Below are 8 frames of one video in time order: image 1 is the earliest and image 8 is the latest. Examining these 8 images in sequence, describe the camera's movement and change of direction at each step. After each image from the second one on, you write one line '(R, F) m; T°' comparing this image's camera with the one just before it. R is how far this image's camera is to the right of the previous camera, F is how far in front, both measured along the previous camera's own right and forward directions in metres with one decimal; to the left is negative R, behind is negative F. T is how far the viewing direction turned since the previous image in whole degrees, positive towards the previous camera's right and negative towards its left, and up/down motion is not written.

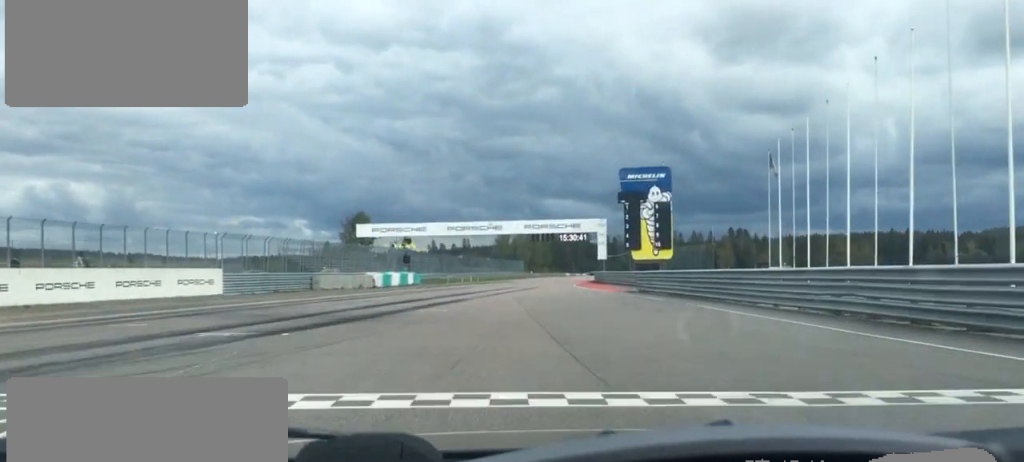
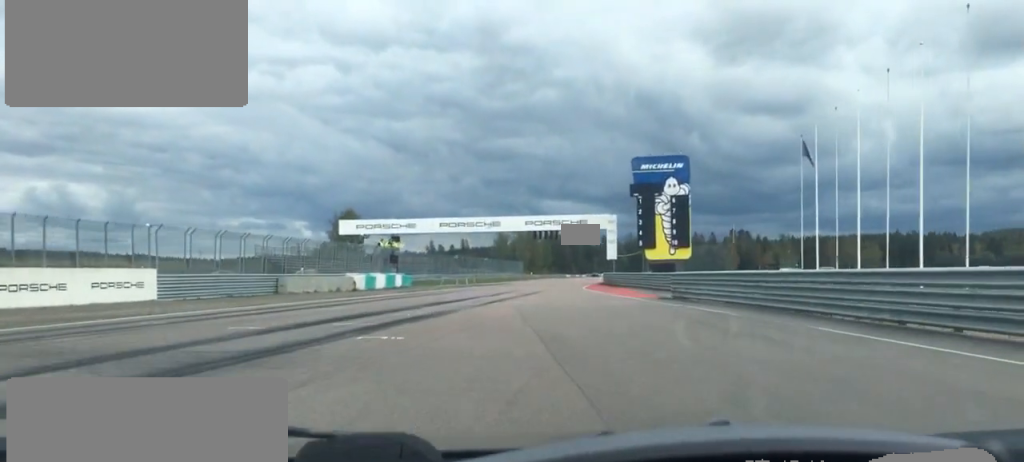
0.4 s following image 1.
(+0.1, +10.3) m; +1°
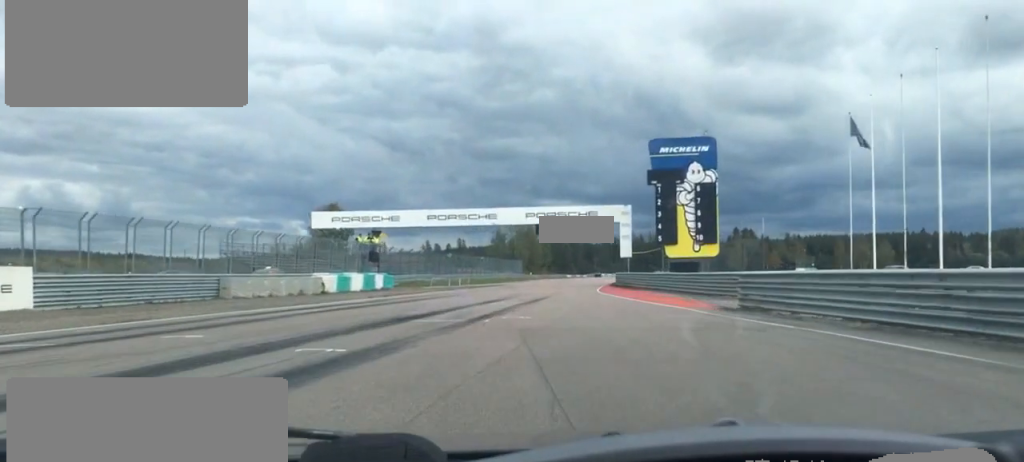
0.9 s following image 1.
(+0.1, +11.2) m; +1°
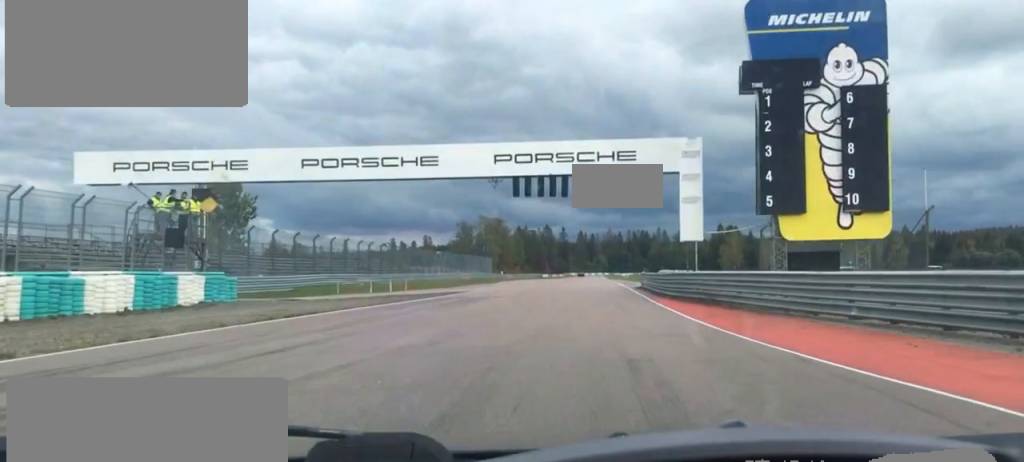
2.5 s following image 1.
(+0.9, +36.4) m; +2°
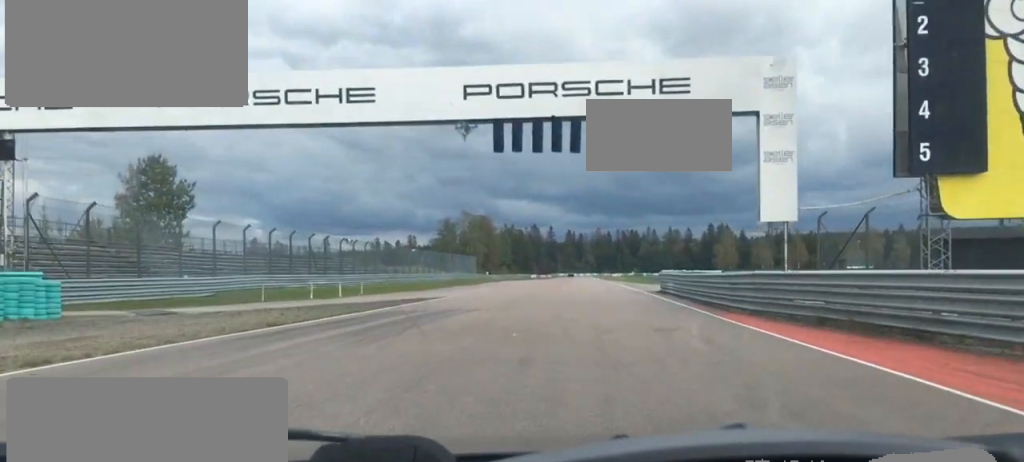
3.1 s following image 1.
(+0.1, +14.1) m; 0°
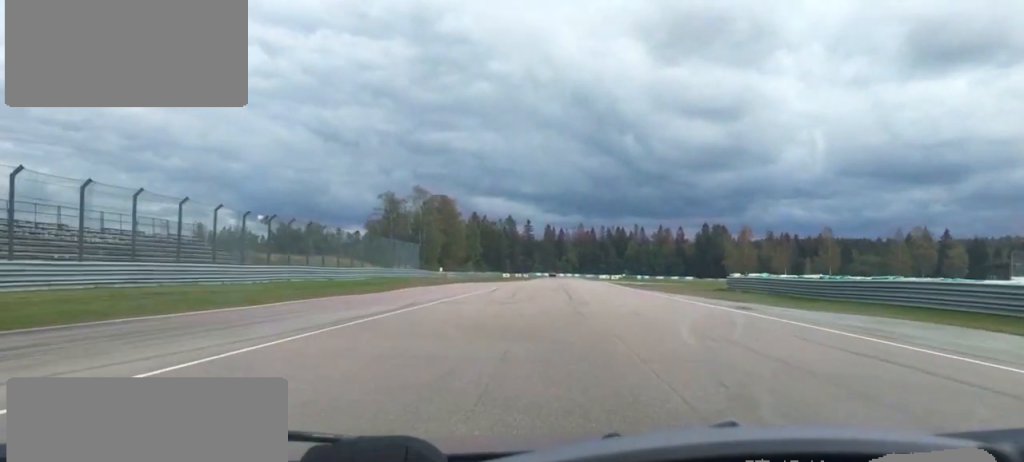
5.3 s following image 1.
(+1.4, +51.9) m; +4°
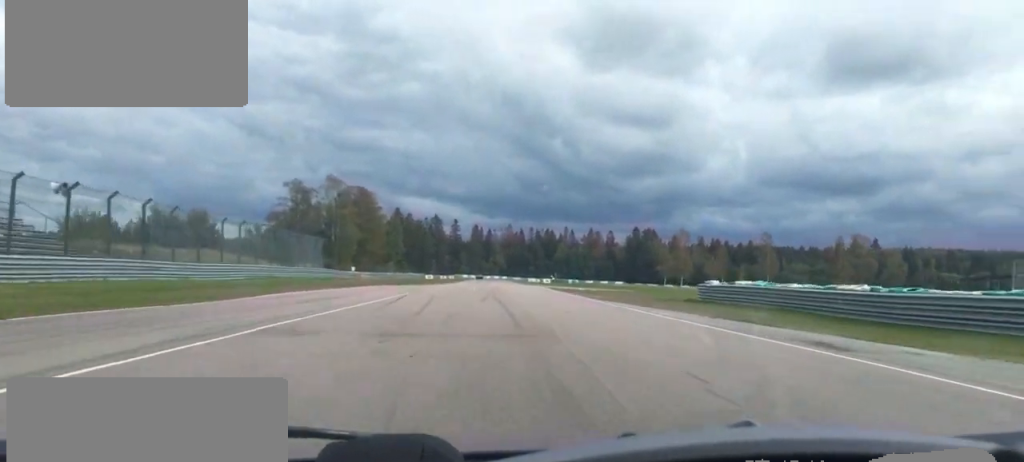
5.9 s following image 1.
(+0.4, +15.3) m; 0°
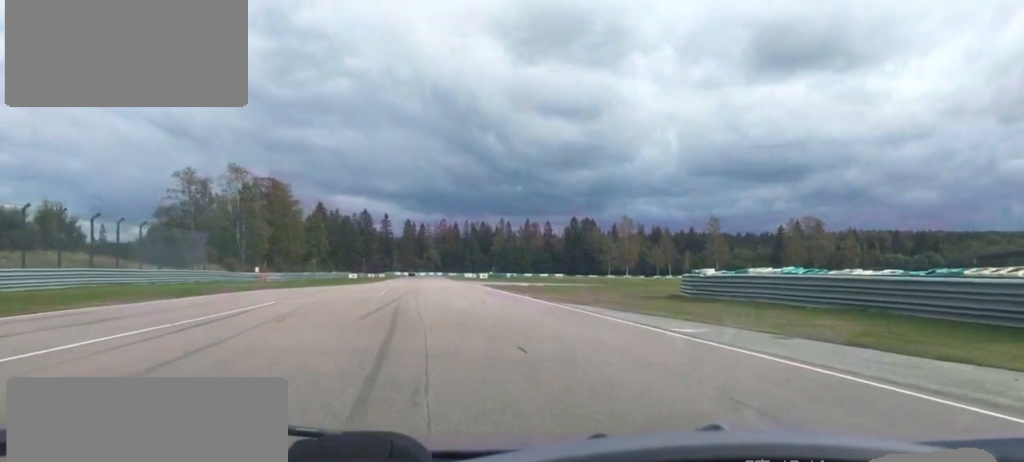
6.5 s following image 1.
(-0.1, +14.3) m; -1°
